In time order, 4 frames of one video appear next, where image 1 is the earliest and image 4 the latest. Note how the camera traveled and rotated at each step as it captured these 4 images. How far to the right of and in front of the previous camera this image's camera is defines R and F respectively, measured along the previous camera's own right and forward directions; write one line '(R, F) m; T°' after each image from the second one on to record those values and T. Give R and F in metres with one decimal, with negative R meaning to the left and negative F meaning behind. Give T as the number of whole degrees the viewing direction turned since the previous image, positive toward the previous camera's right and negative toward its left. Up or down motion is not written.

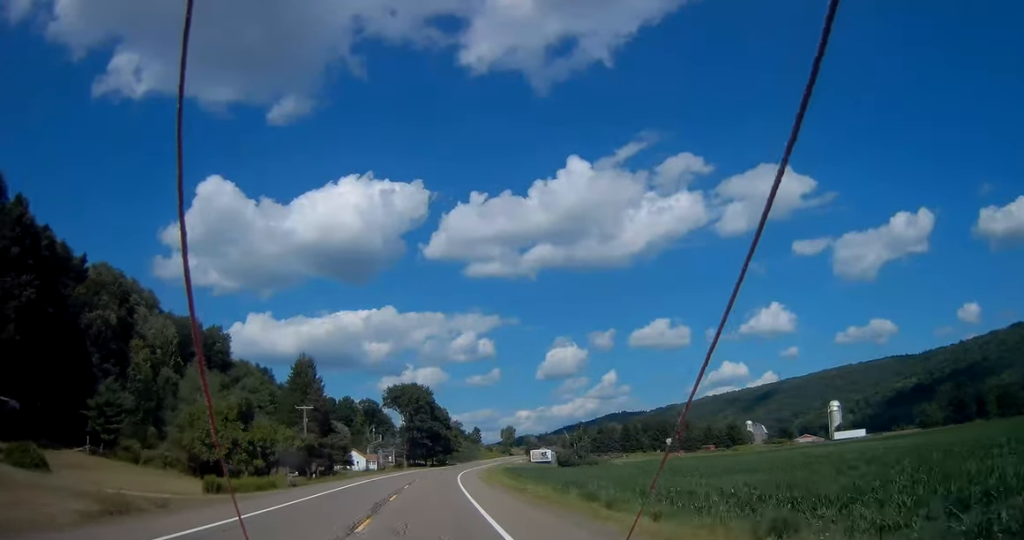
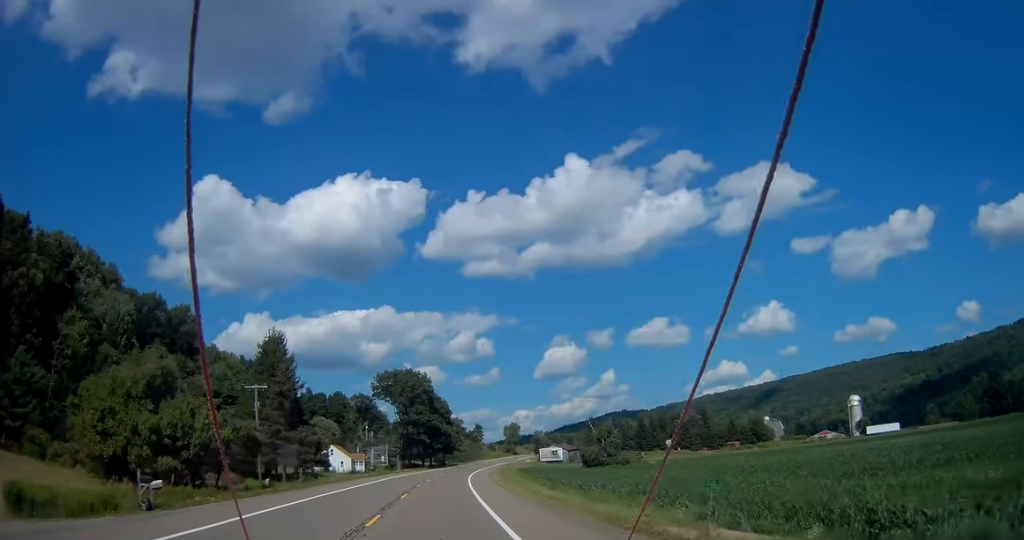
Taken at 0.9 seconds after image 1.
(-0.5, +22.6) m; 0°
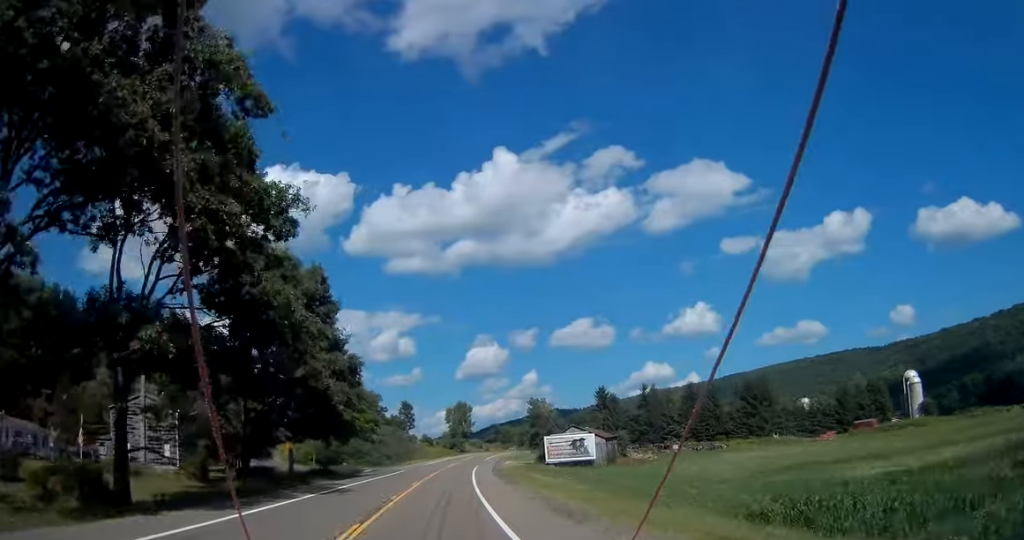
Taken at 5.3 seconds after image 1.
(+6.2, +113.1) m; +6°
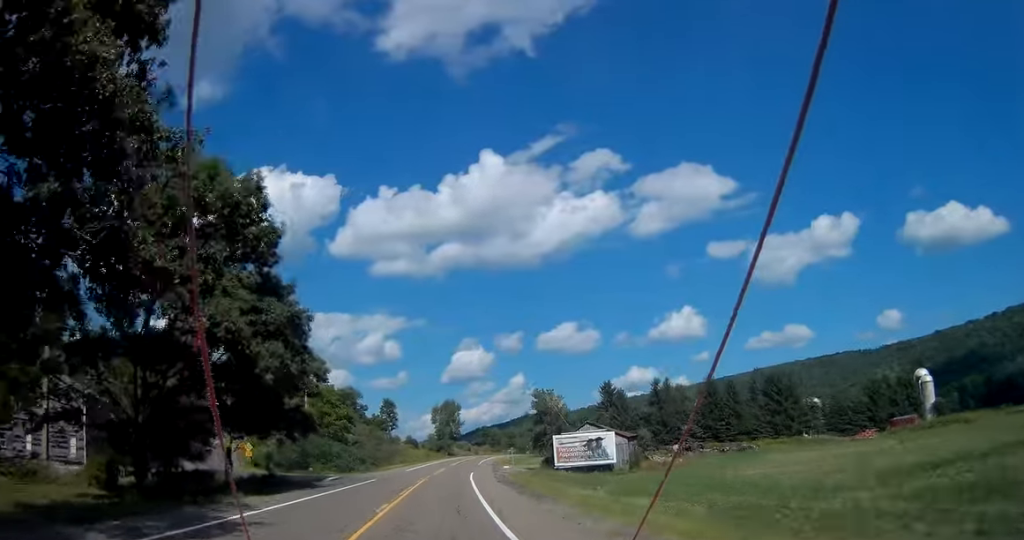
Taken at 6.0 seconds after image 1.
(+0.3, +17.5) m; +1°
